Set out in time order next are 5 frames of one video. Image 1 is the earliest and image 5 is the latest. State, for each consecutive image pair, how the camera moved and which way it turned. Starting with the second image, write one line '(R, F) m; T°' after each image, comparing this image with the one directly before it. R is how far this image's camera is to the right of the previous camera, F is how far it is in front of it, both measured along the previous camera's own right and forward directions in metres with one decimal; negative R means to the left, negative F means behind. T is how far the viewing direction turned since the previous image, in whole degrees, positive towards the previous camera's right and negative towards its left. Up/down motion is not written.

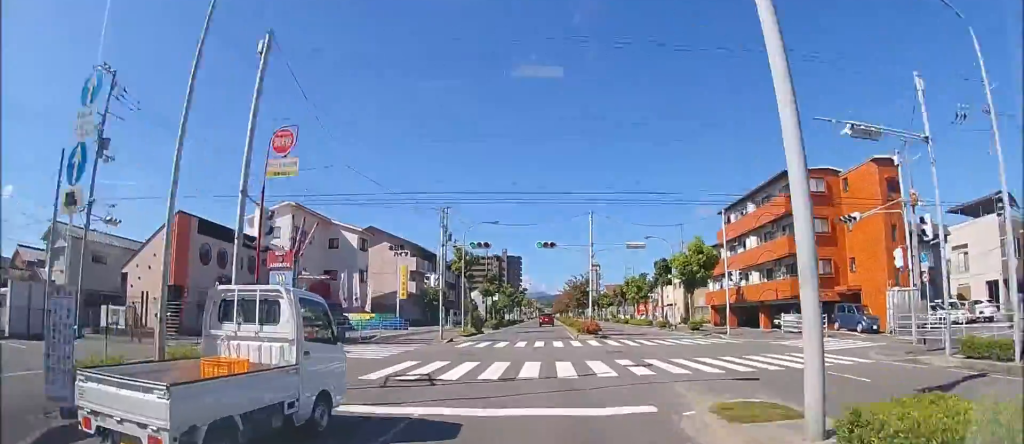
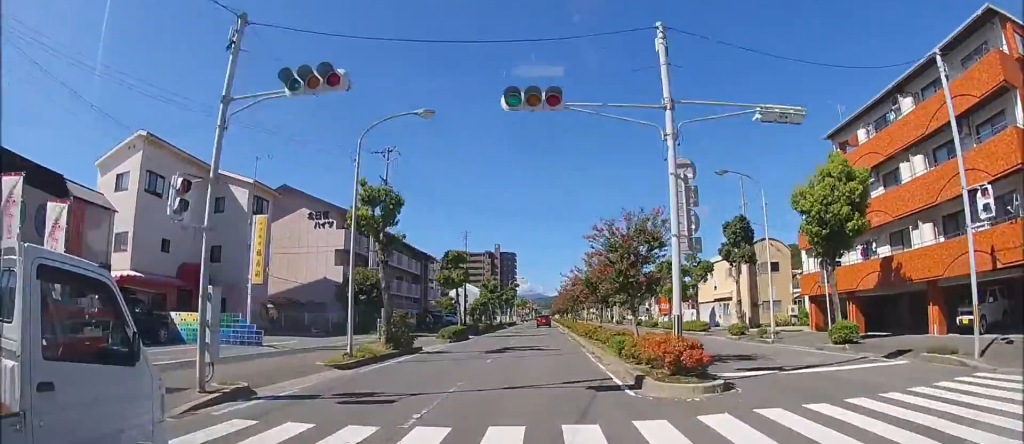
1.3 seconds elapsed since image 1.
(0.0, +19.3) m; 0°
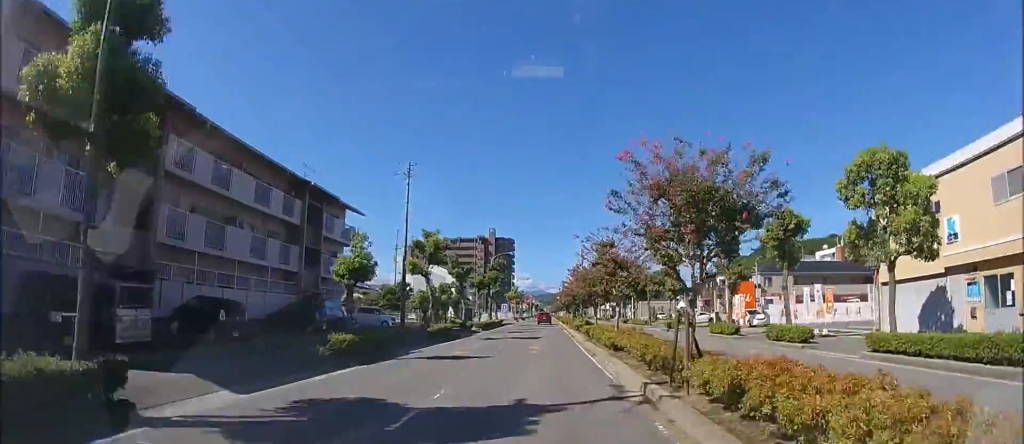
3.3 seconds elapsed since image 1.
(0.0, +28.8) m; 0°
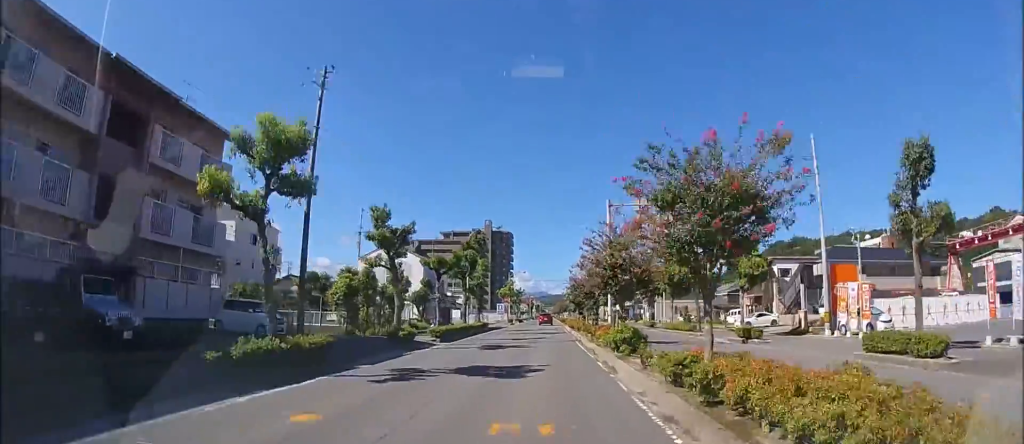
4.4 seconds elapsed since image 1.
(0.0, +16.7) m; 0°
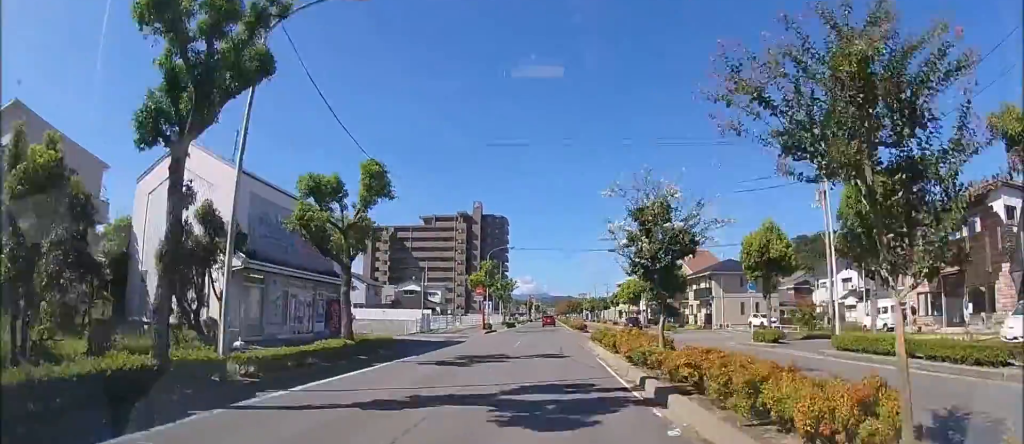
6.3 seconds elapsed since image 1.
(0.0, +28.1) m; 0°
